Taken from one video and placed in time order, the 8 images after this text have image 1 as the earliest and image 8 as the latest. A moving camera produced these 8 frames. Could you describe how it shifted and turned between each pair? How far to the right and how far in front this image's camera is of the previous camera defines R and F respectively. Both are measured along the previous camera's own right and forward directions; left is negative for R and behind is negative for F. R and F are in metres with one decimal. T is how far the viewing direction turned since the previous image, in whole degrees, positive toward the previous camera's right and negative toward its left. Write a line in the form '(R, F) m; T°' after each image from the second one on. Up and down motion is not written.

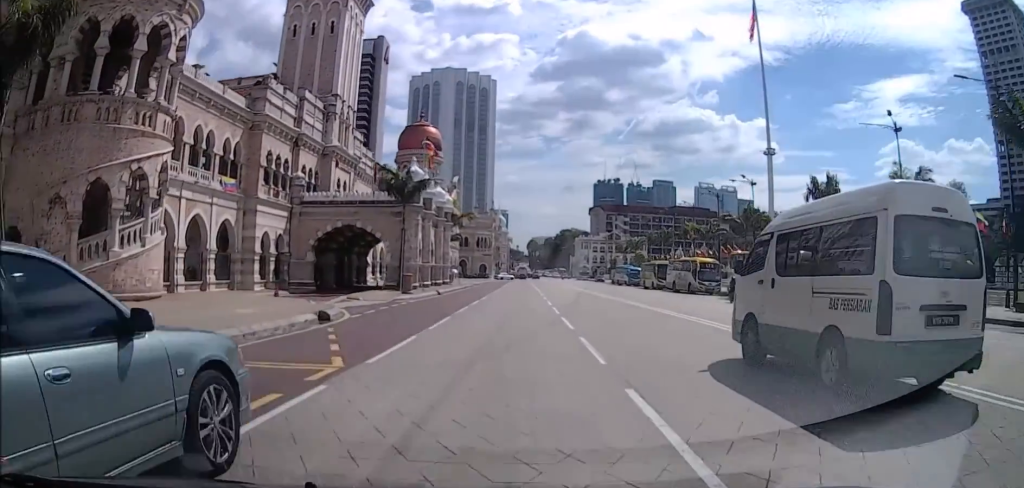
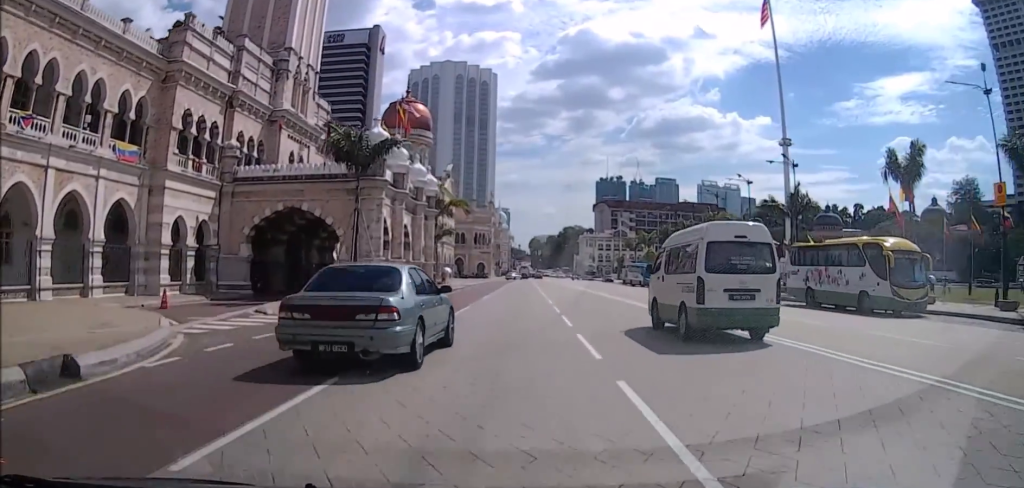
(0.0, +10.9) m; 0°
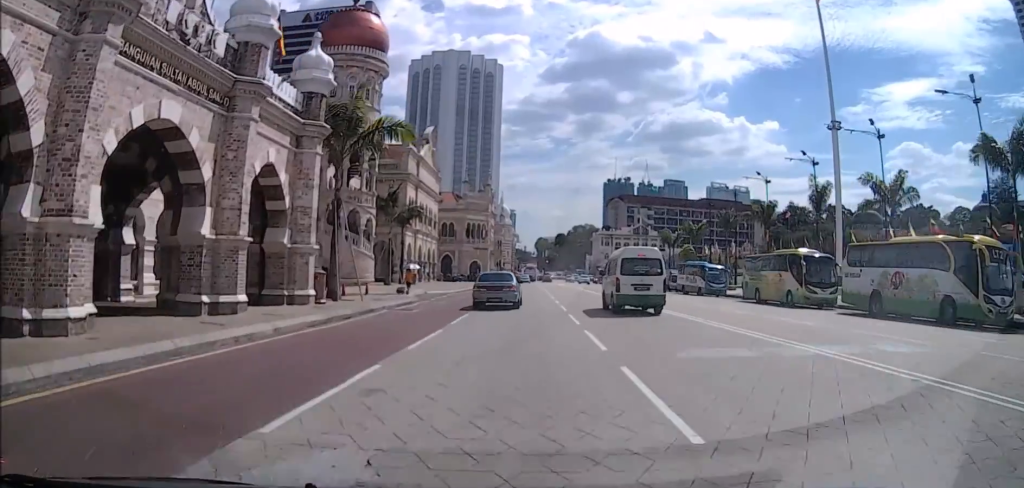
(-0.7, +27.9) m; -2°
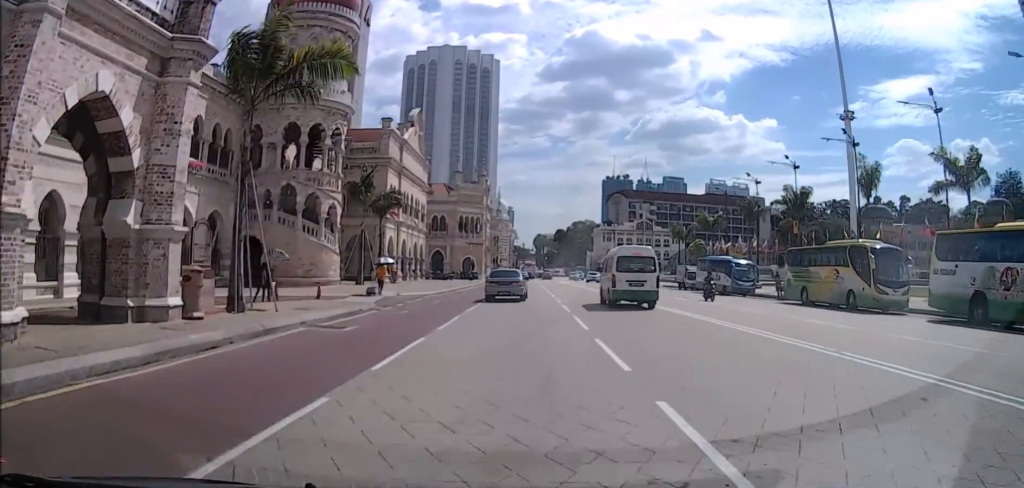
(0.0, +8.5) m; 0°
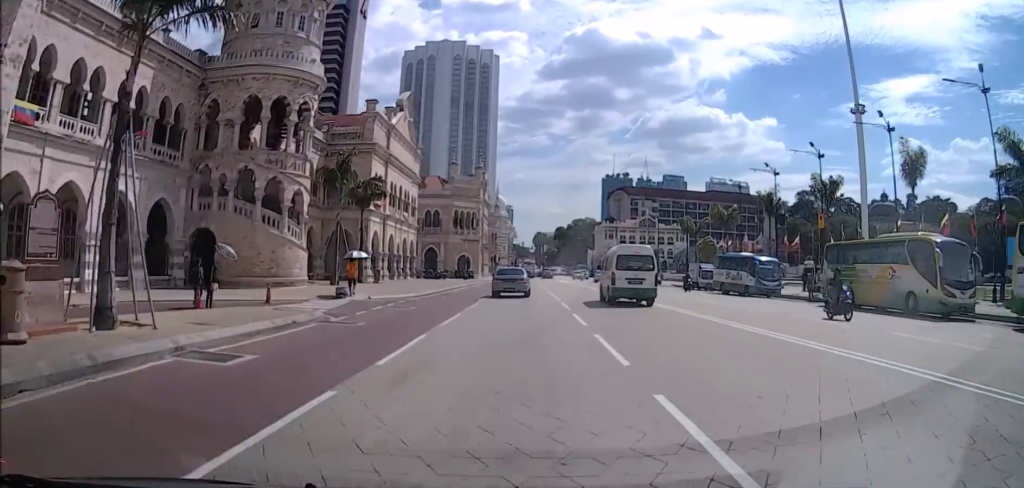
(0.0, +5.7) m; 0°
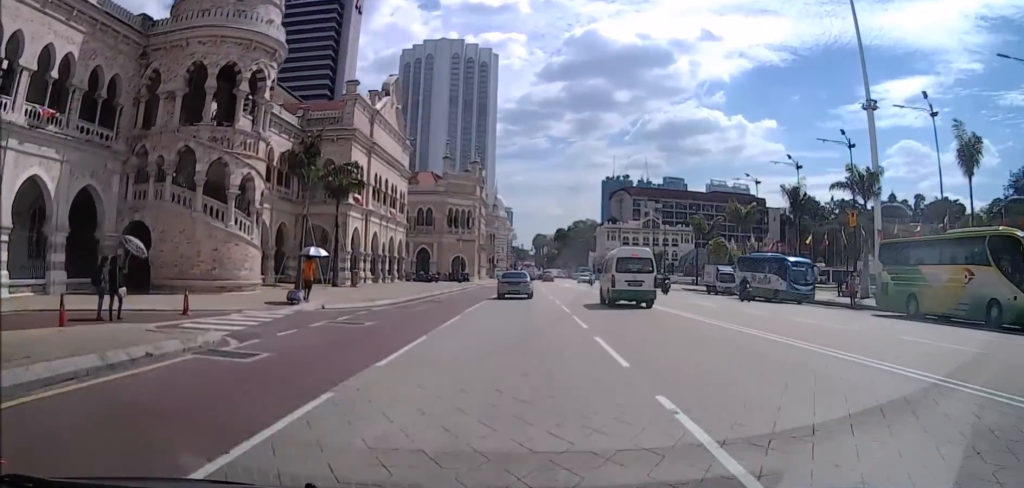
(0.0, +6.0) m; 0°
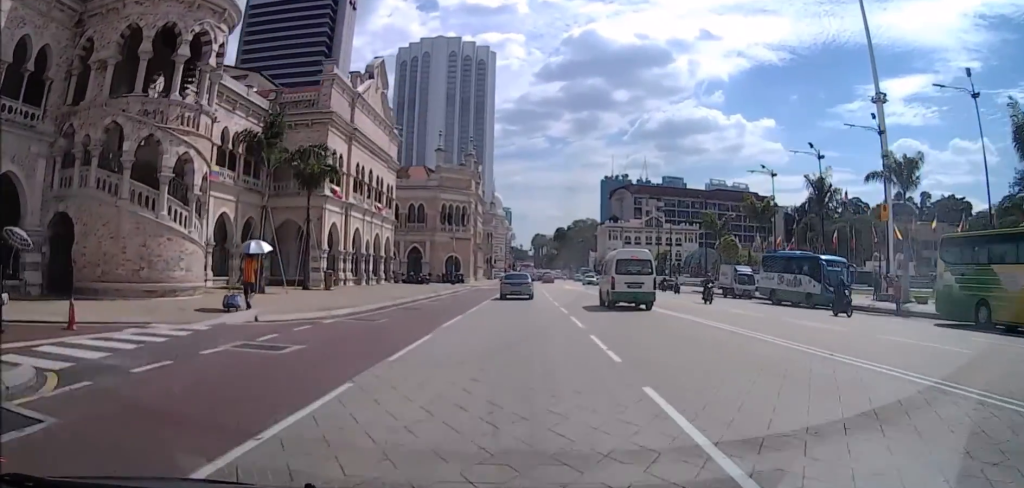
(0.0, +5.6) m; 0°
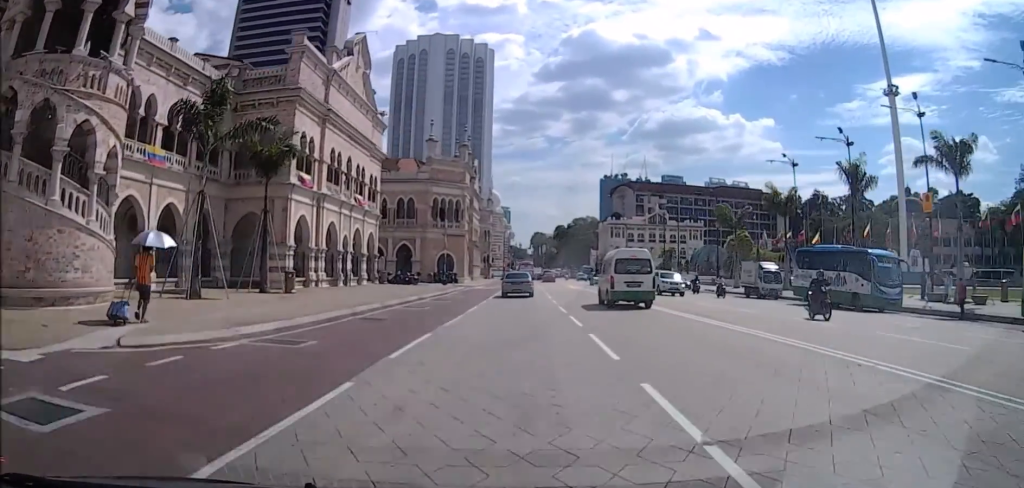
(0.0, +5.9) m; +1°
